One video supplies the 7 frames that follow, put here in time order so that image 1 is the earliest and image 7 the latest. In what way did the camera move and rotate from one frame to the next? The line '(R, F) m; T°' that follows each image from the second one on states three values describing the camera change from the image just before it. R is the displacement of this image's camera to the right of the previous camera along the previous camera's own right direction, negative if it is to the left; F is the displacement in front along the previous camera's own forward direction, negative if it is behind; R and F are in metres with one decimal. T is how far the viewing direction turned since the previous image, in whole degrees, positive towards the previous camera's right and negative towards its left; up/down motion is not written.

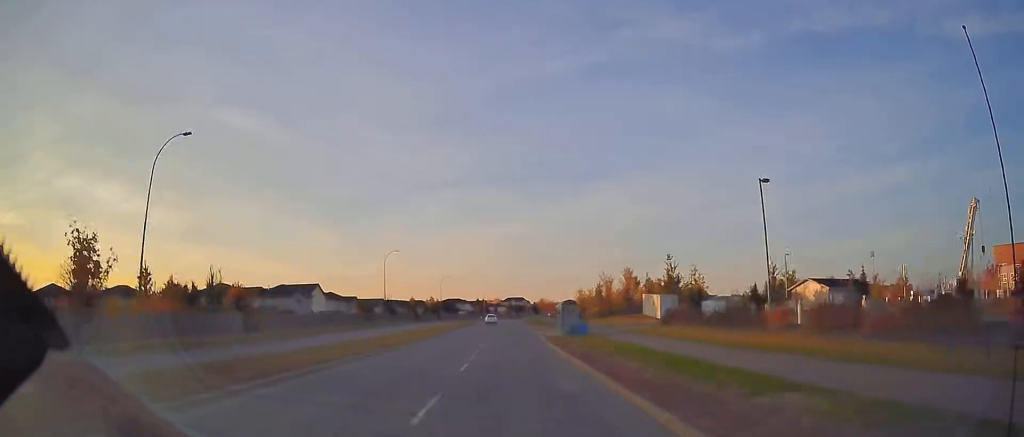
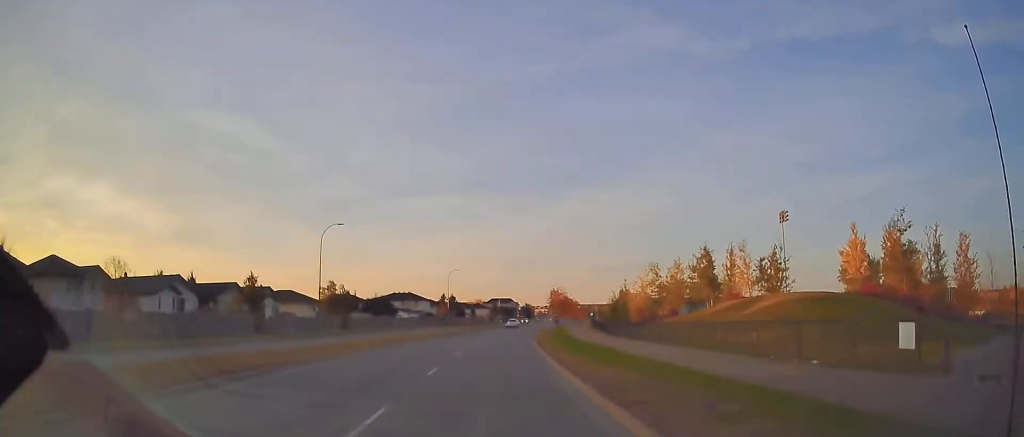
(+1.0, +92.7) m; +2°
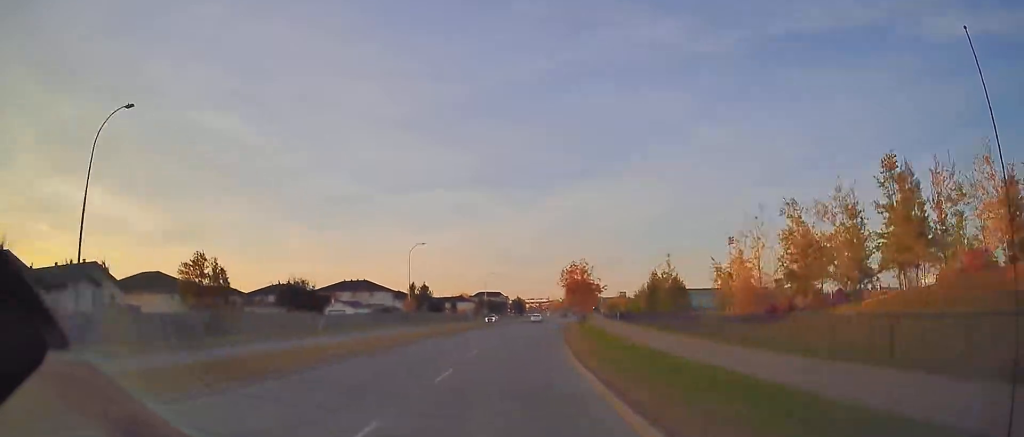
(+0.4, +38.0) m; +3°
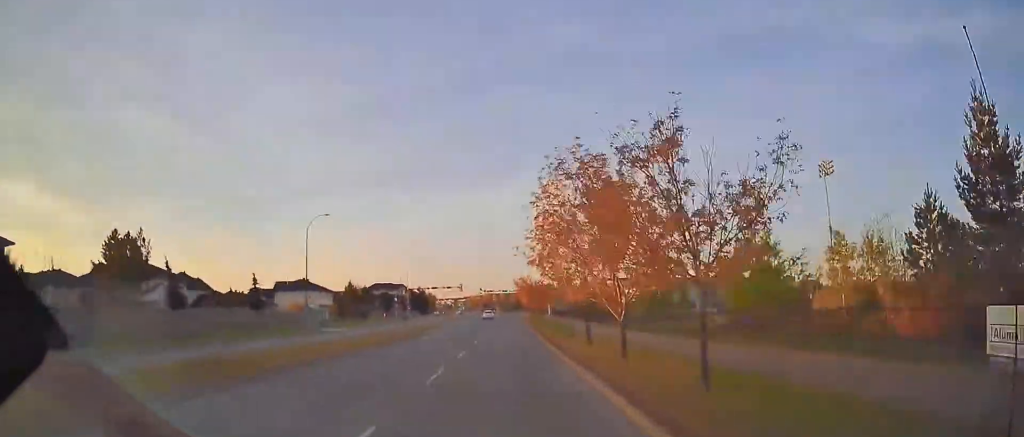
(+5.6, +80.7) m; +6°
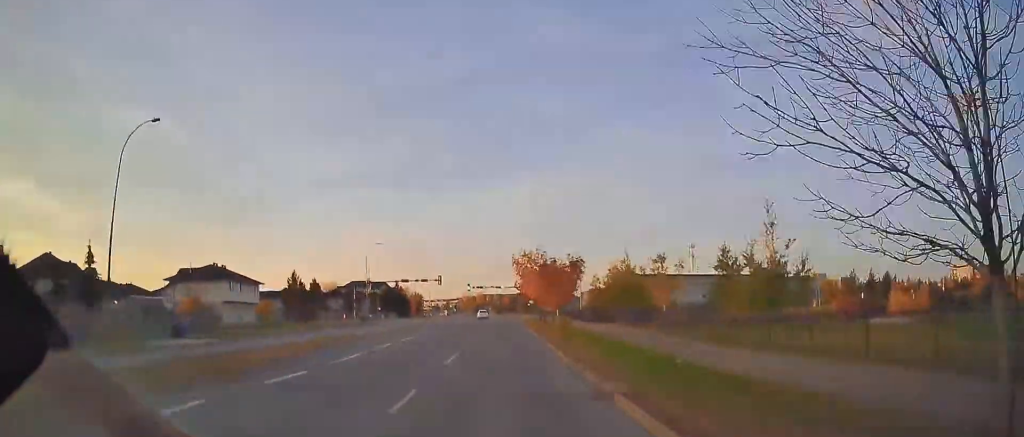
(+0.2, +29.1) m; +1°
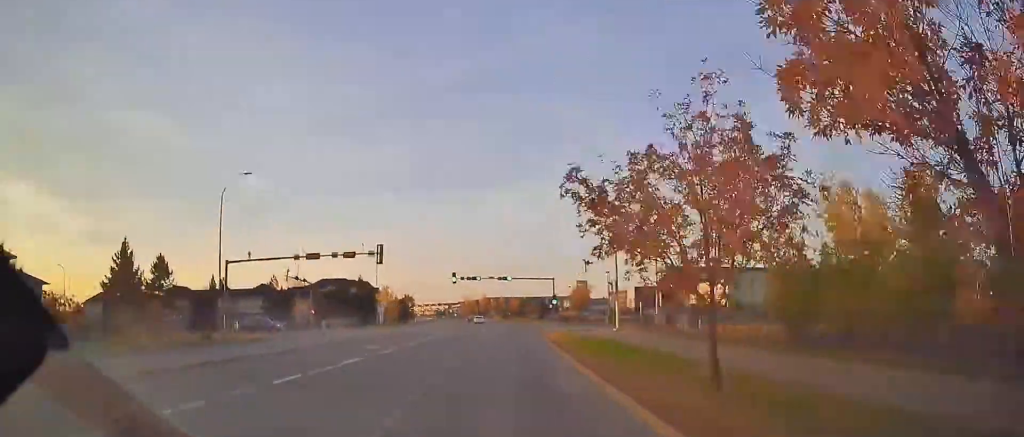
(+0.2, +41.5) m; +1°
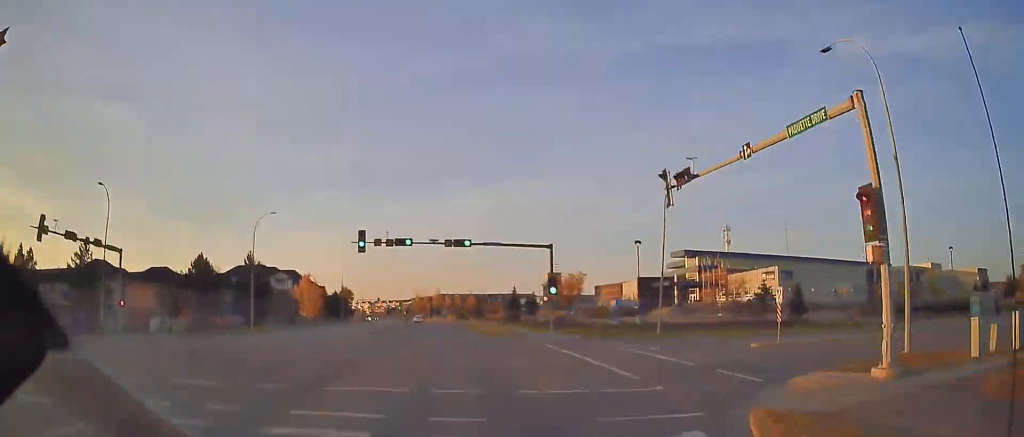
(+1.7, +36.8) m; +26°
